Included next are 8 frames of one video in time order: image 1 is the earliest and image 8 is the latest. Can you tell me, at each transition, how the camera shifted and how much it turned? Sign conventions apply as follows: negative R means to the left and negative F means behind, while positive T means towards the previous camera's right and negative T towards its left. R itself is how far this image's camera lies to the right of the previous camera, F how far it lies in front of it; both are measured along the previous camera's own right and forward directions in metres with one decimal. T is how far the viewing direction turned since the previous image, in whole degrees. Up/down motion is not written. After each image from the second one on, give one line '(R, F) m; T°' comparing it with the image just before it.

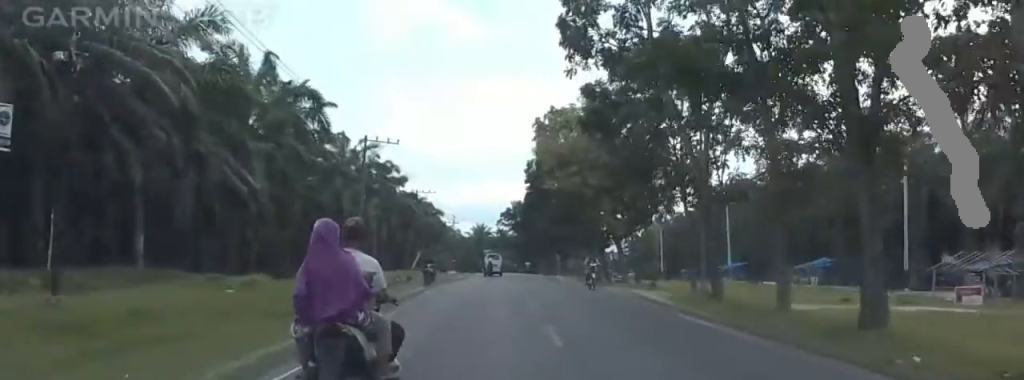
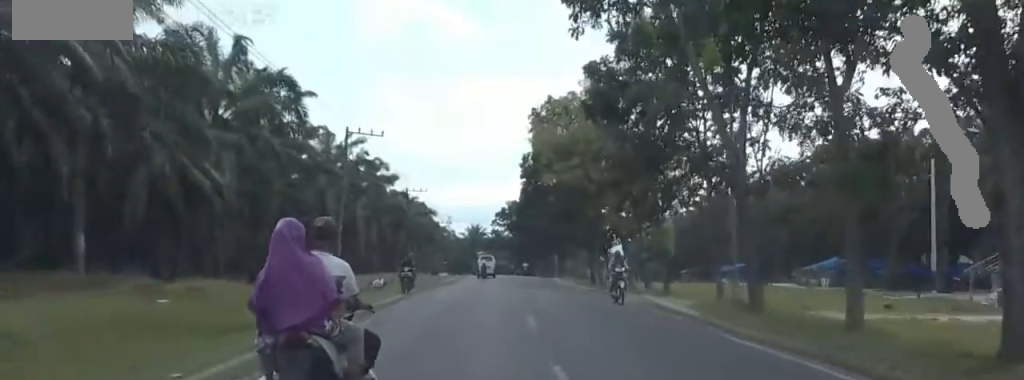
(0.0, +5.4) m; 0°
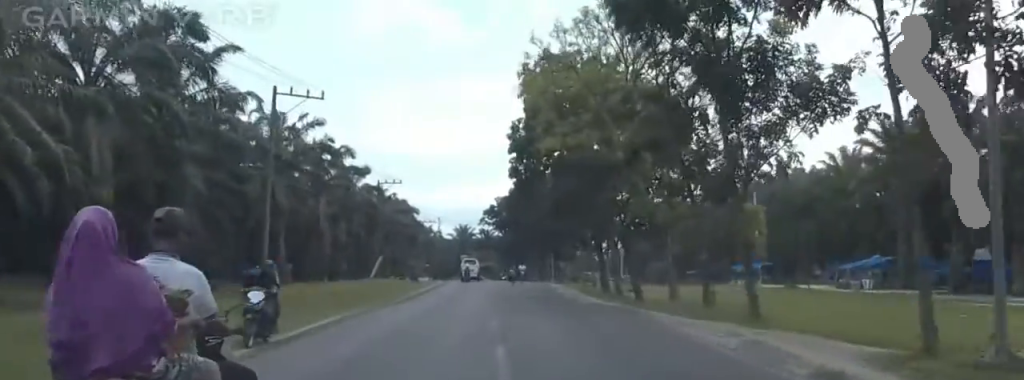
(0.0, +15.0) m; 0°
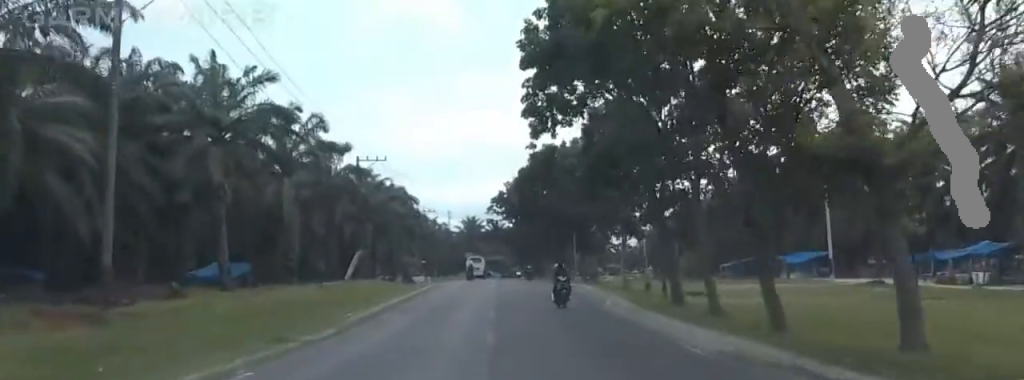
(0.0, +17.6) m; 0°
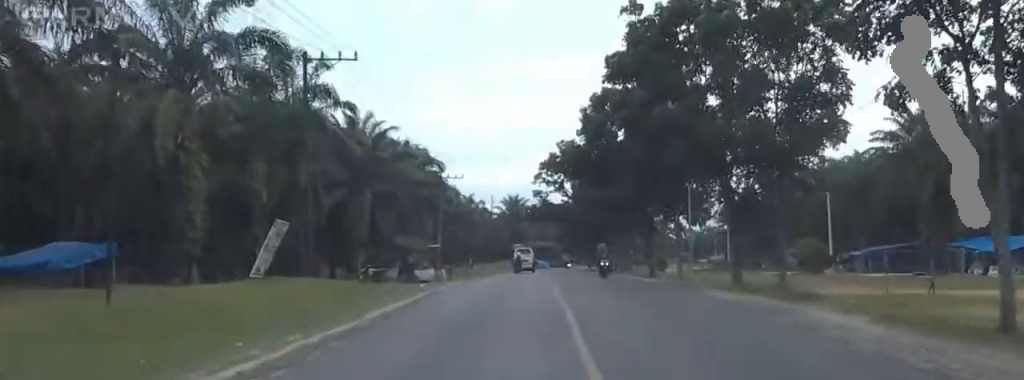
(0.0, +33.1) m; 0°
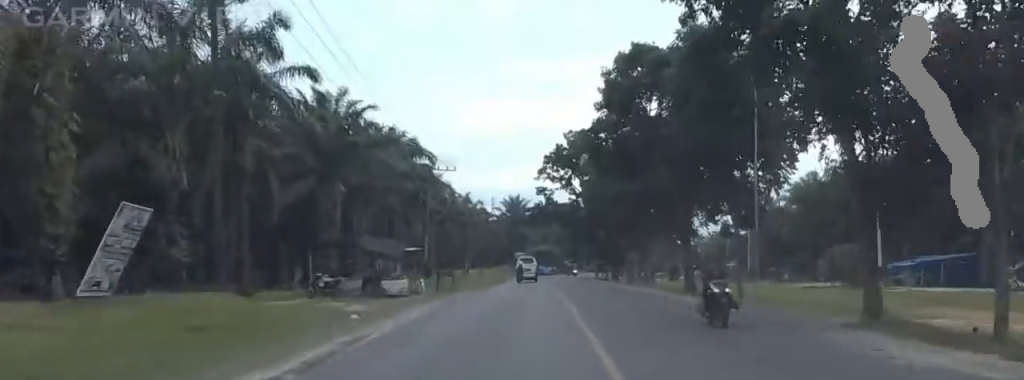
(0.0, +12.8) m; 0°
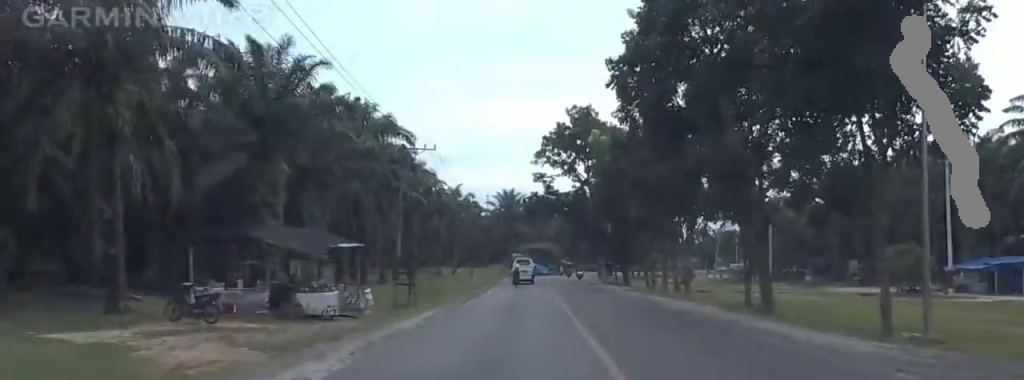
(0.0, +14.6) m; 0°
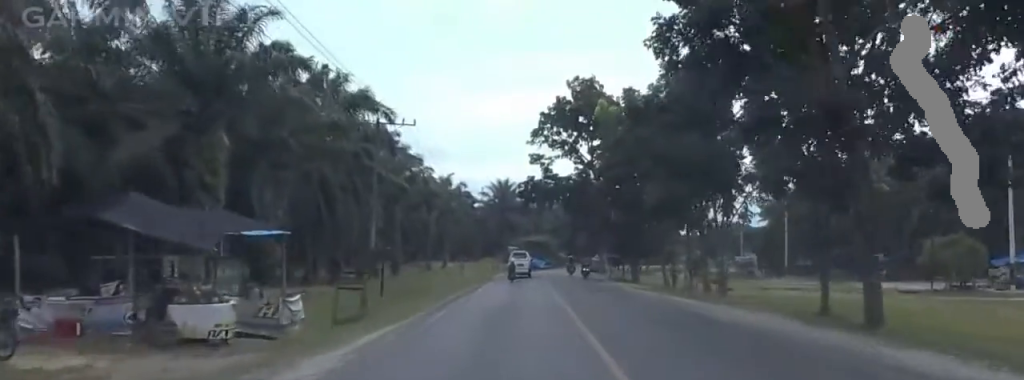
(0.0, +9.4) m; 0°
